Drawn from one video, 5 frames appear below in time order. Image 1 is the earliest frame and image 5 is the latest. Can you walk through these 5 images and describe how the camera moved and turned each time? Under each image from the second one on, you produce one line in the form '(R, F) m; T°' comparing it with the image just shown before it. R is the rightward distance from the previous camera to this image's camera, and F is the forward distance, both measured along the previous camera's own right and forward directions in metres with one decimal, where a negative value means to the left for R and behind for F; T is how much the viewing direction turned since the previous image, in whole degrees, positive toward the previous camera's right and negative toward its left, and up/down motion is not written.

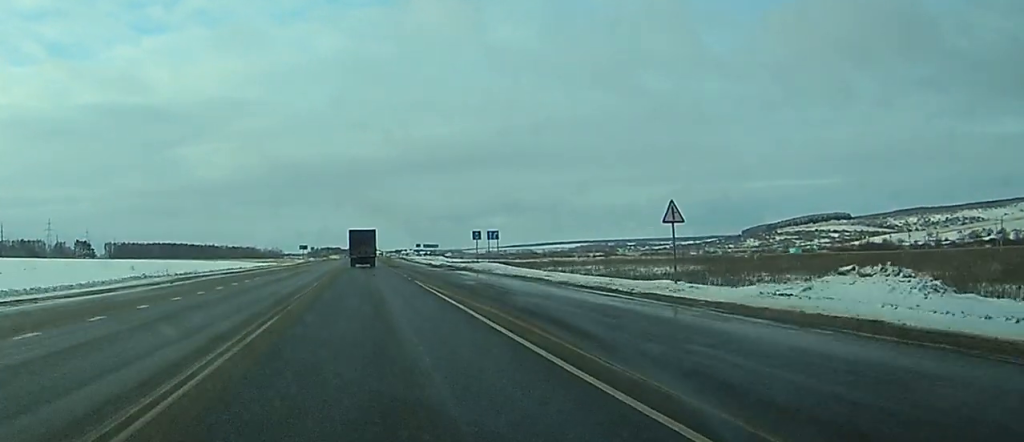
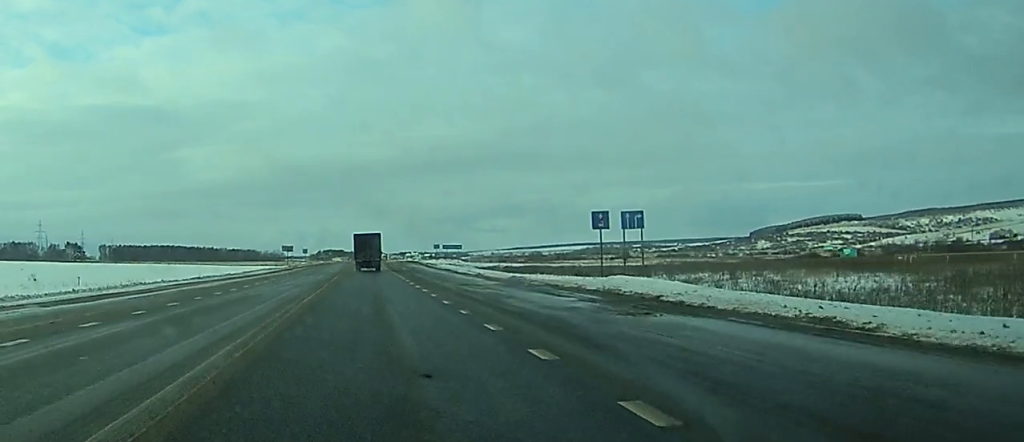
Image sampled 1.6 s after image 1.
(-0.3, +35.3) m; 0°
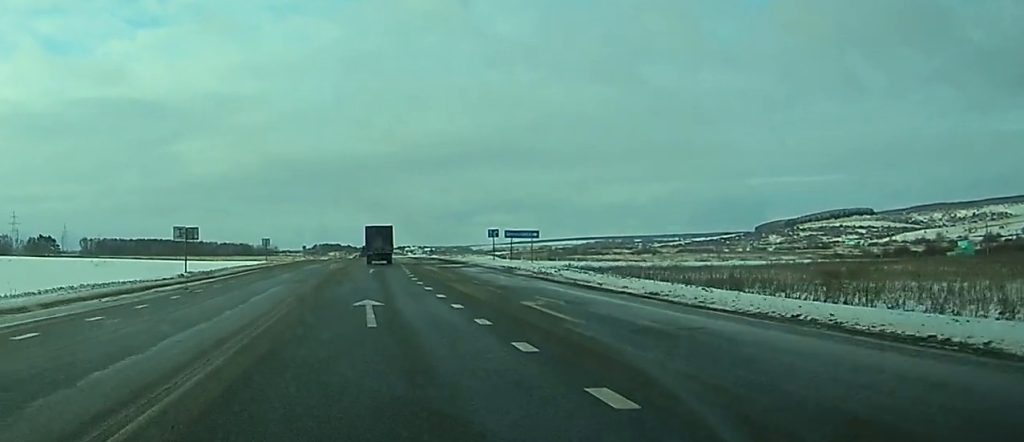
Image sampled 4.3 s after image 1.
(-0.2, +61.5) m; -1°
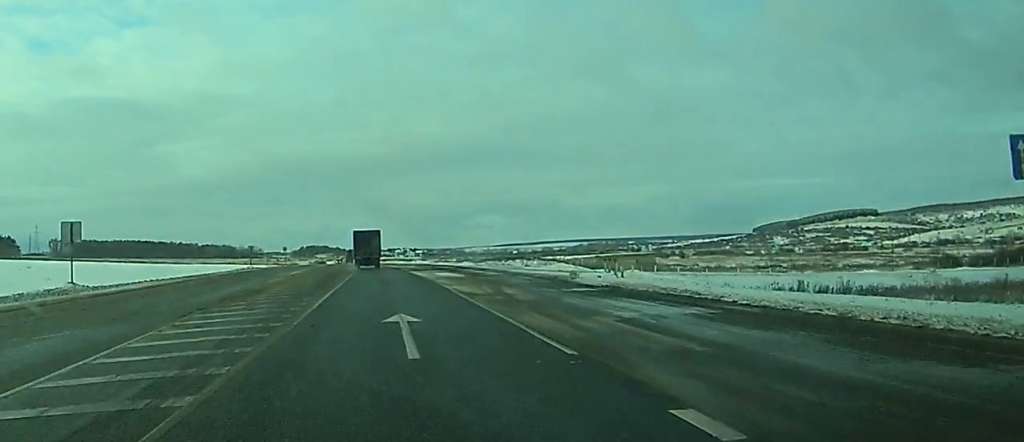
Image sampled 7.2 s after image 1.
(+0.5, +64.1) m; +1°
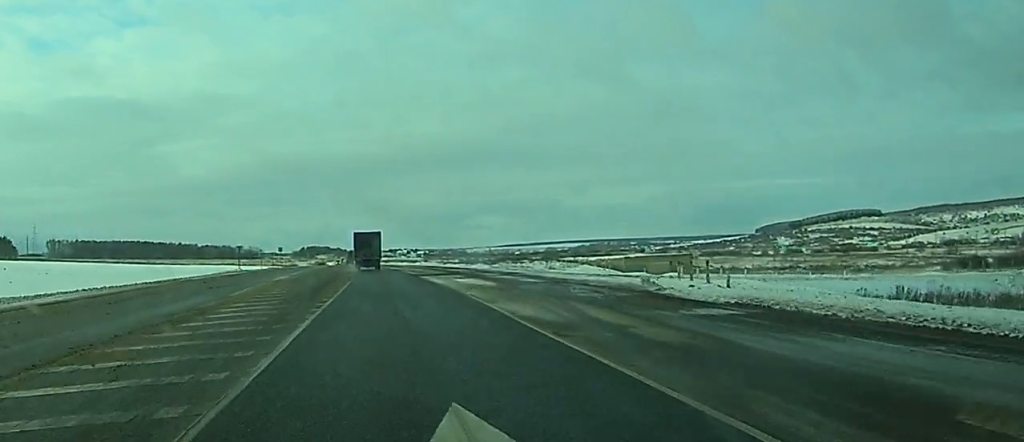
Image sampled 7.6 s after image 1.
(0.0, +10.4) m; 0°
